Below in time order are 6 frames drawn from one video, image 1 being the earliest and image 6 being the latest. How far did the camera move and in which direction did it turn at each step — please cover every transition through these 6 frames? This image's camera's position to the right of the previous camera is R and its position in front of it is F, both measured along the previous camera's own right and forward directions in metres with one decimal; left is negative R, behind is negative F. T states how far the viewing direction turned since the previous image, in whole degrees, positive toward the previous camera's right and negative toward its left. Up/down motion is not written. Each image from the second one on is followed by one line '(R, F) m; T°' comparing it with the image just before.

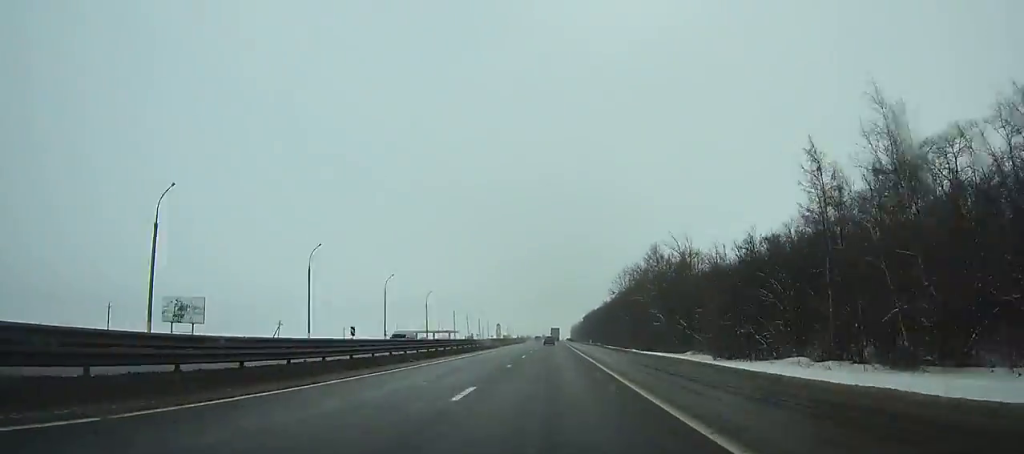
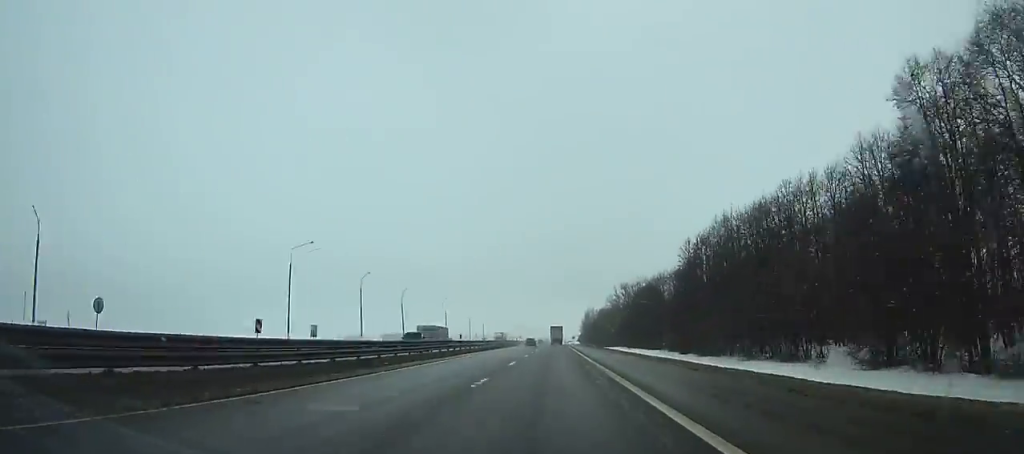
(+0.9, +296.4) m; 0°
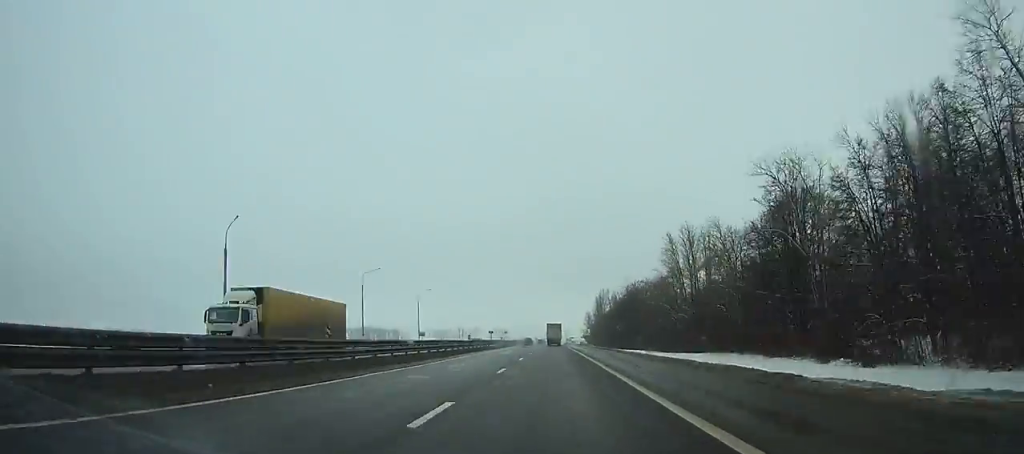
(-0.1, +103.7) m; 0°
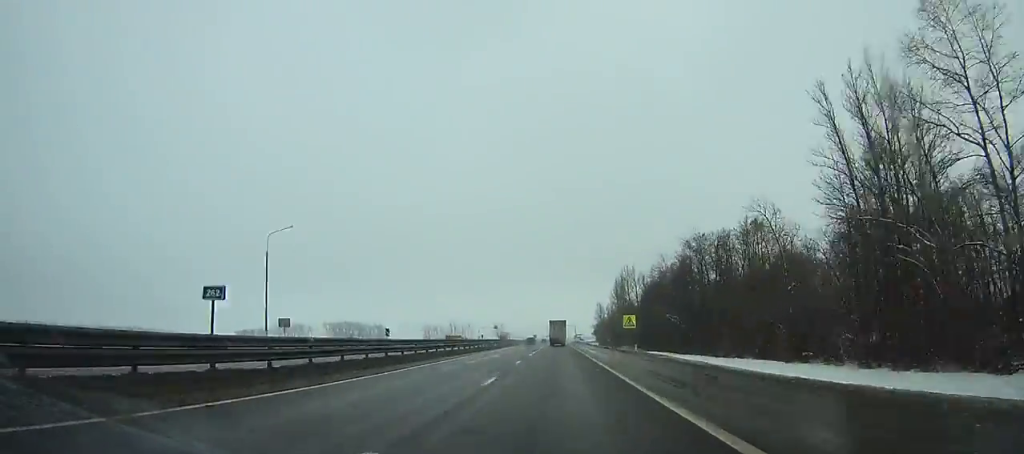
(0.0, +64.4) m; 0°
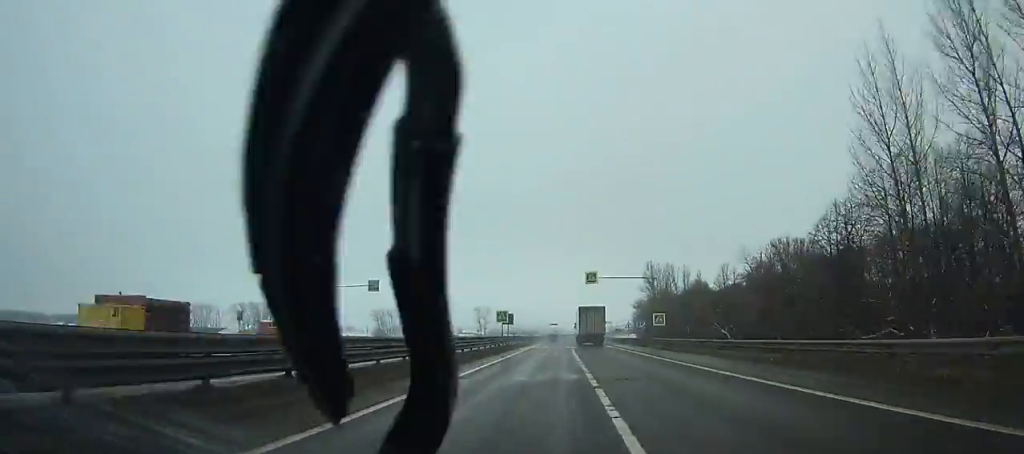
(-0.9, +151.8) m; 0°
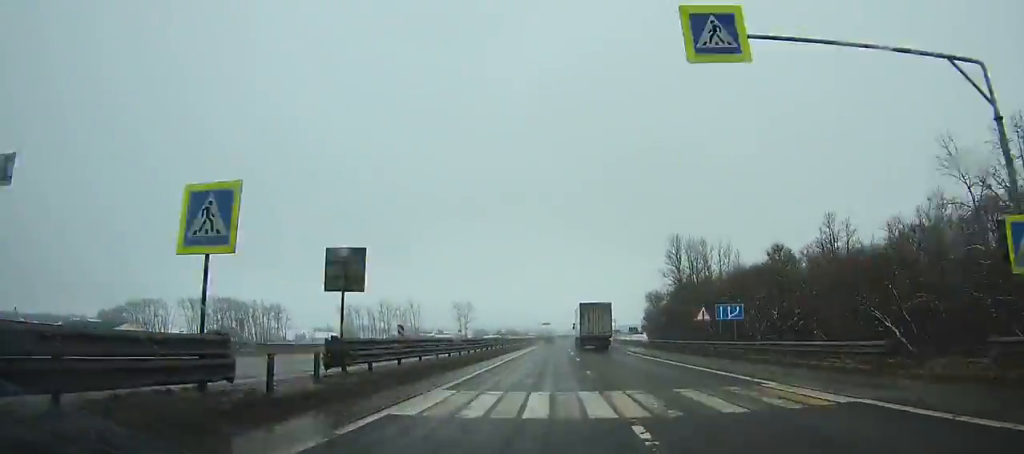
(+0.1, +45.0) m; +1°
